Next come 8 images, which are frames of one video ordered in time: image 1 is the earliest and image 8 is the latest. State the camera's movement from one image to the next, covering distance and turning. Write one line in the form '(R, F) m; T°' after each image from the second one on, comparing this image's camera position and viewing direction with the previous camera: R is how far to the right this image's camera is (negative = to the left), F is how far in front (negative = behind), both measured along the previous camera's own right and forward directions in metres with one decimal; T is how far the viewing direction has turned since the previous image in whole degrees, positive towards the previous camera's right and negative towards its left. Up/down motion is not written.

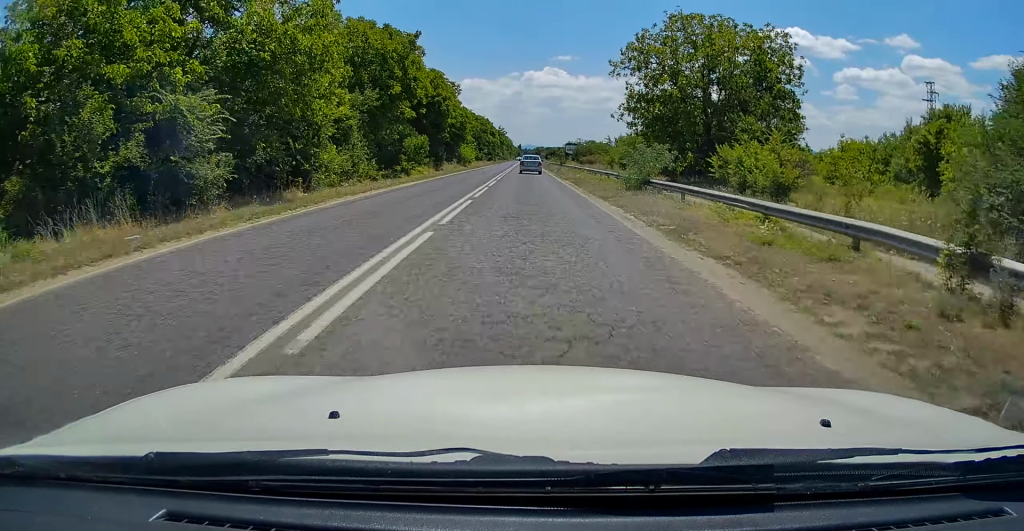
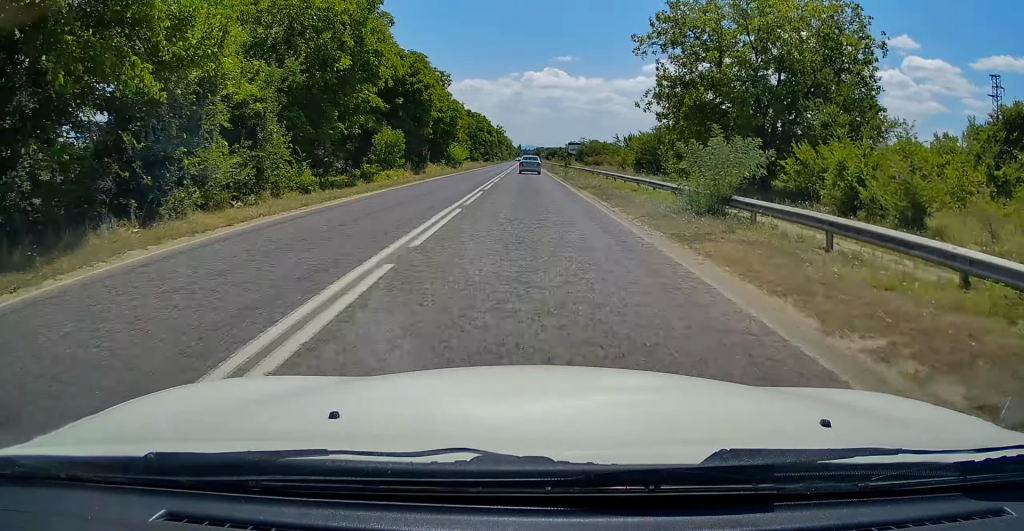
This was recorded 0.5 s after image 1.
(+0.2, +10.8) m; 0°
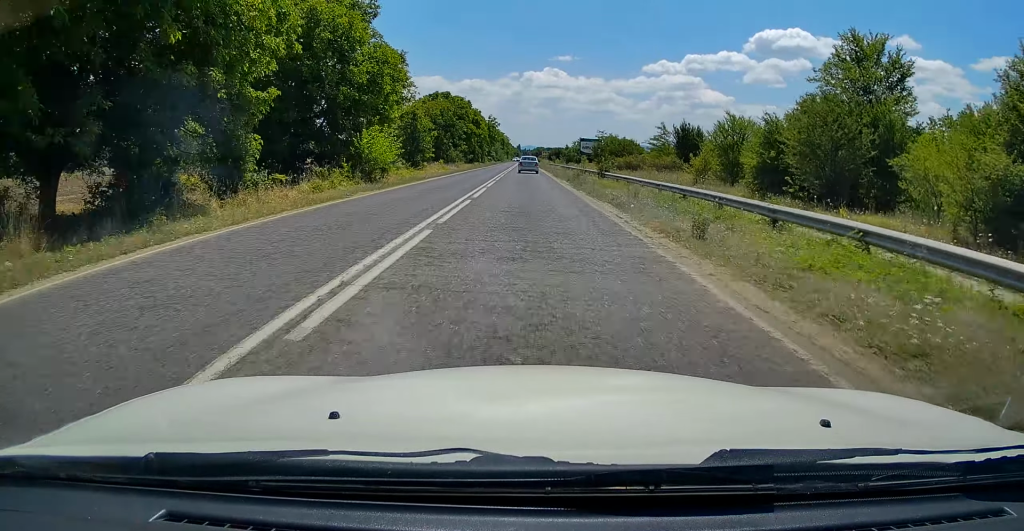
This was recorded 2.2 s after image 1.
(-0.1, +35.0) m; -1°
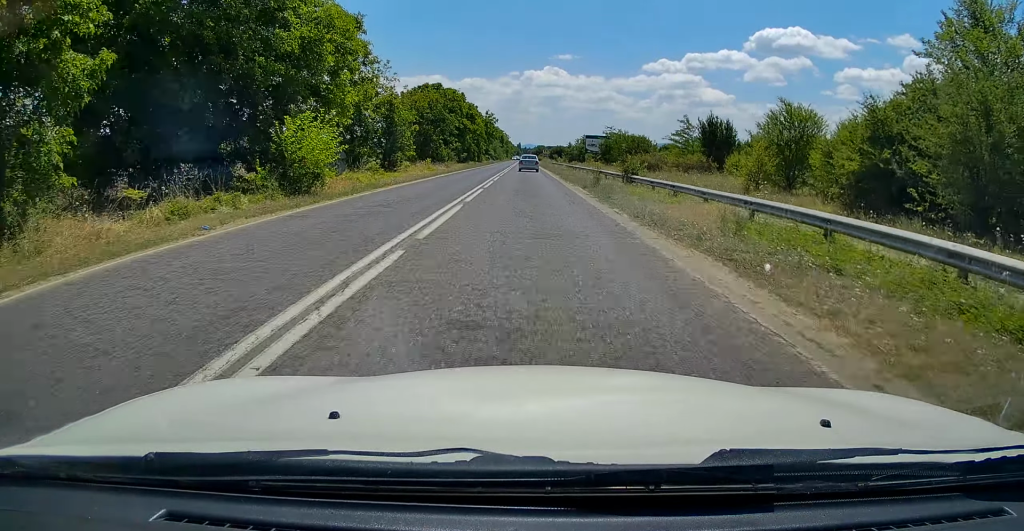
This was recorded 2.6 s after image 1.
(0.0, +9.8) m; 0°
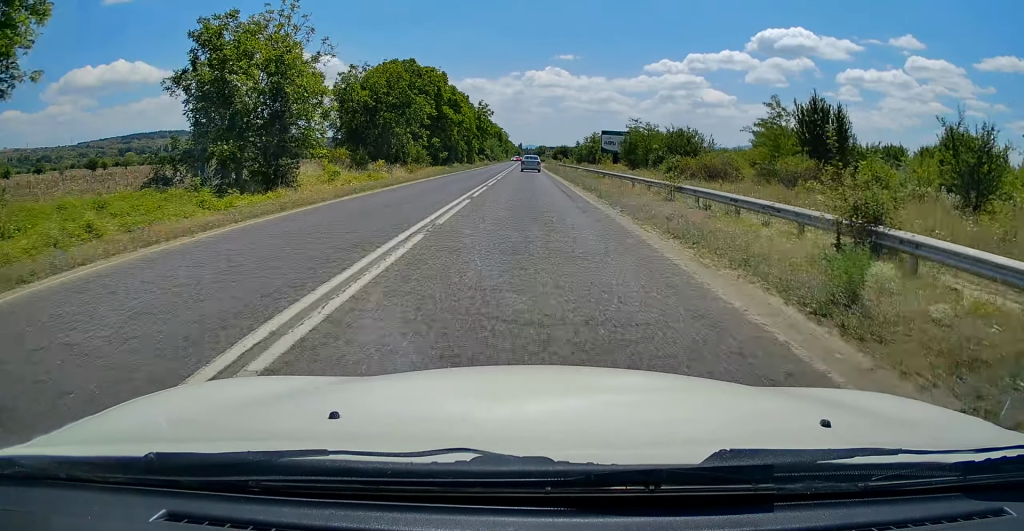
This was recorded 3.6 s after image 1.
(-0.1, +21.1) m; 0°
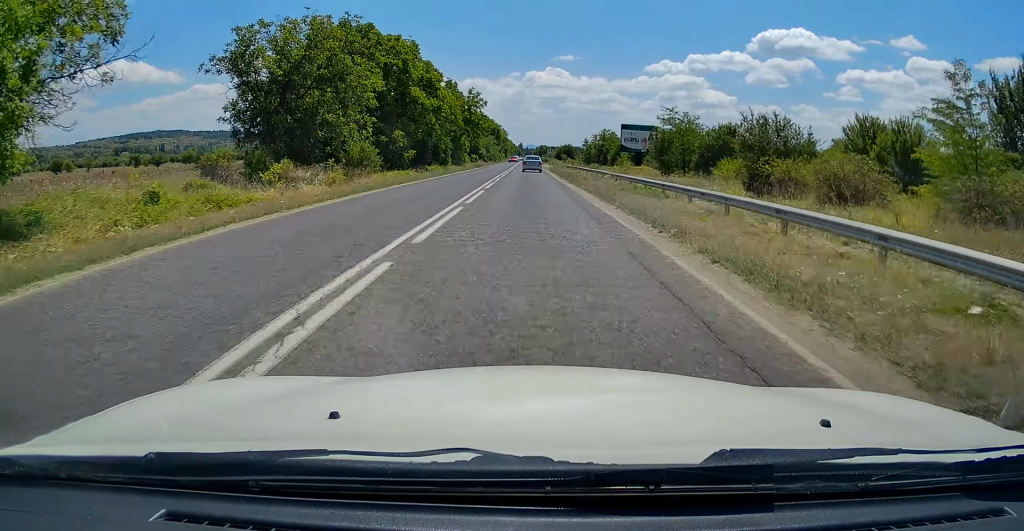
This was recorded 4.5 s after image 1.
(+0.1, +17.9) m; 0°
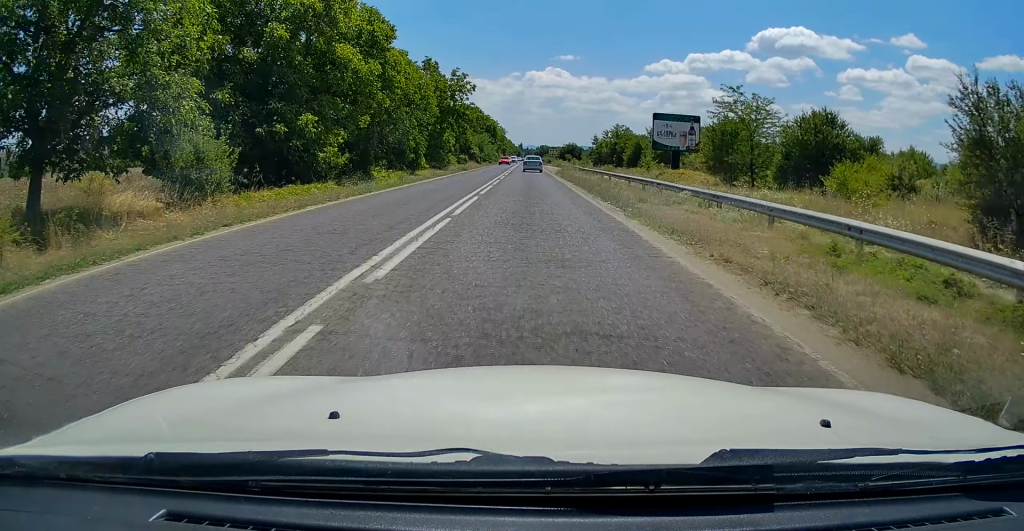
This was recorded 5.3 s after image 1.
(+0.1, +18.2) m; 0°
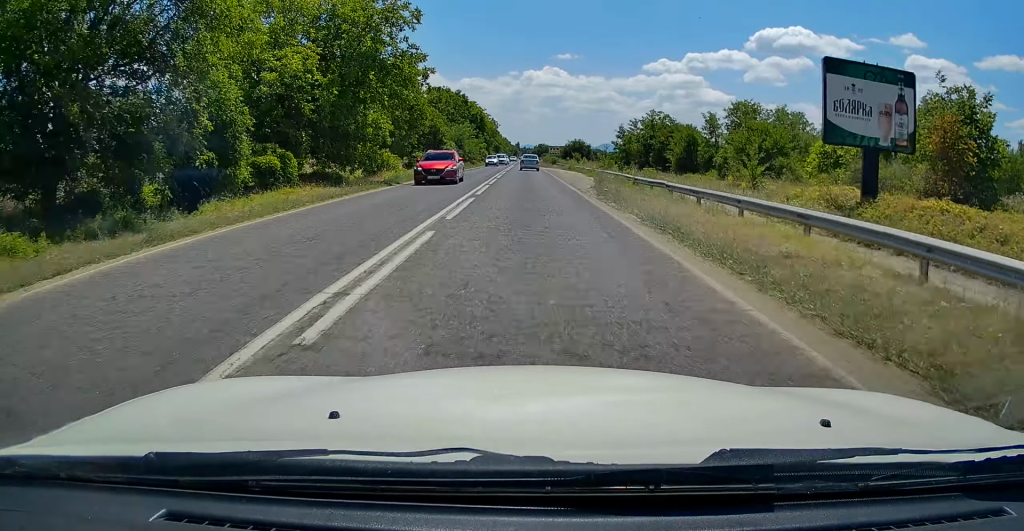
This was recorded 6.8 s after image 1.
(-0.2, +32.4) m; -1°
